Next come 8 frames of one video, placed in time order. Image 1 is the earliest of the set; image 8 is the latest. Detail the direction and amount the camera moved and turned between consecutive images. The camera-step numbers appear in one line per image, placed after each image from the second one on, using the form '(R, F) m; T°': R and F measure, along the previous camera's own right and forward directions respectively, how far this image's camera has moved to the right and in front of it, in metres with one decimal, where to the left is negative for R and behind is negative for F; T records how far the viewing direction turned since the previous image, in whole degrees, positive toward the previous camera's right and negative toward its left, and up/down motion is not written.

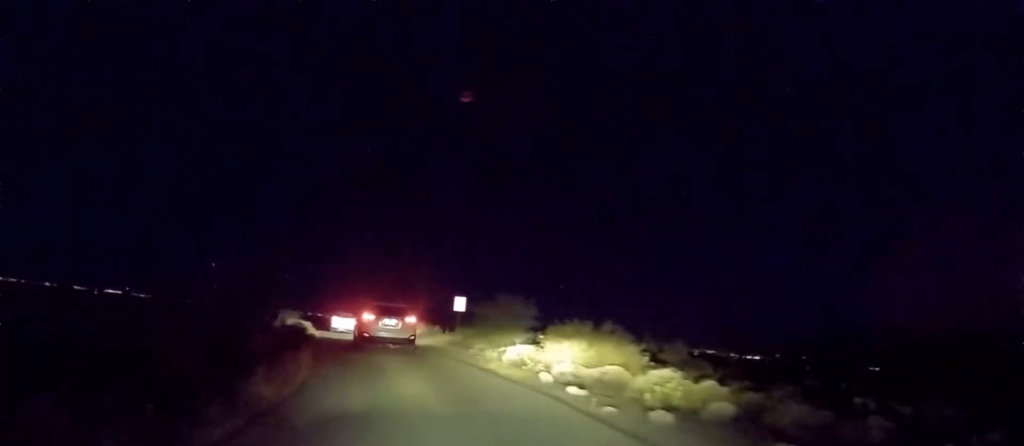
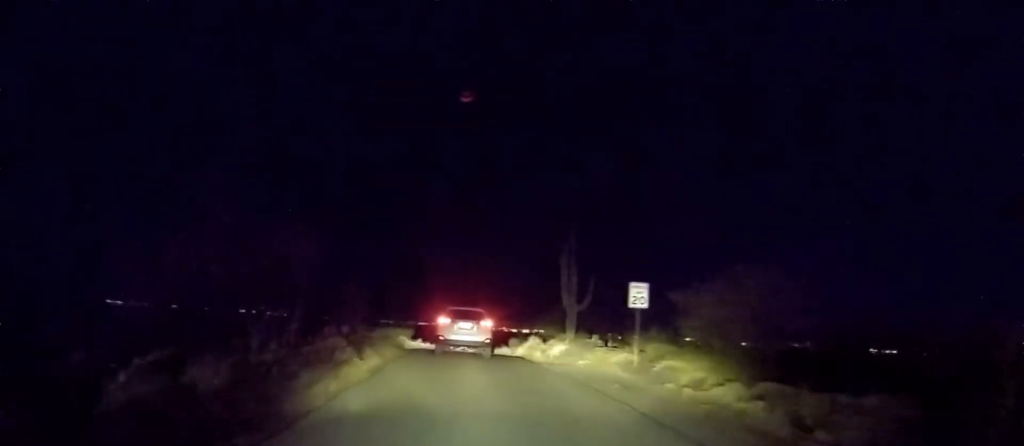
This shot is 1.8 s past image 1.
(-0.4, +10.4) m; -12°
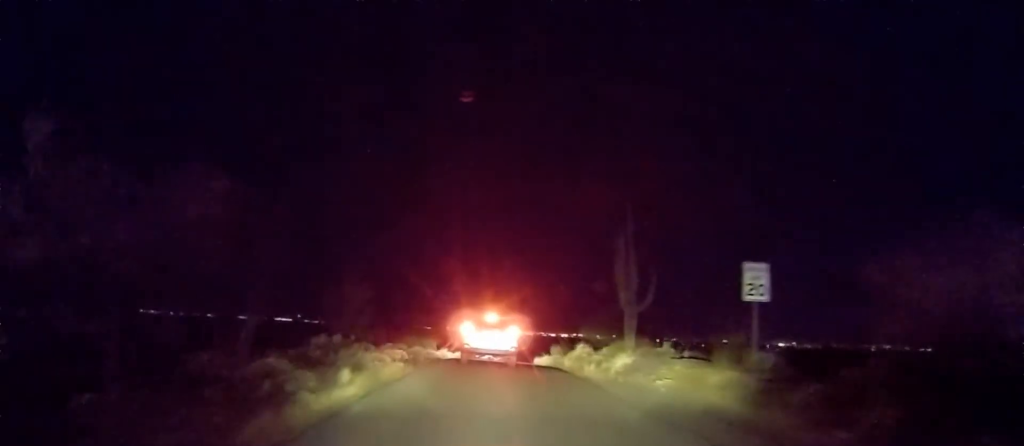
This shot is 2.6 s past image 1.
(-0.6, +4.8) m; -11°
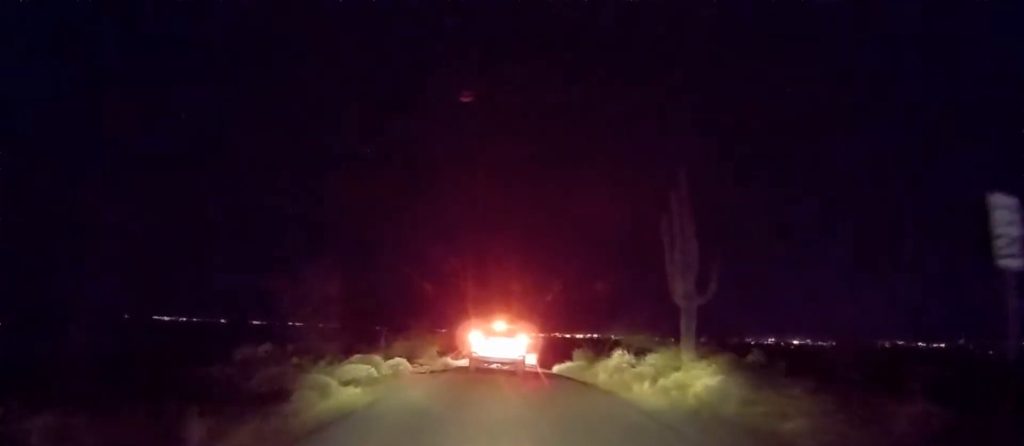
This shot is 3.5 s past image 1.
(-0.5, +5.2) m; -5°
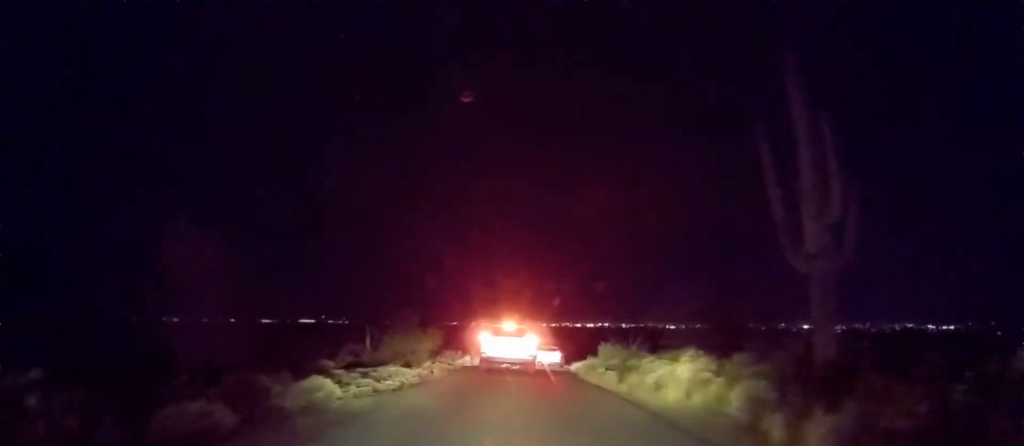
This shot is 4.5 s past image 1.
(+0.1, +6.3) m; +7°
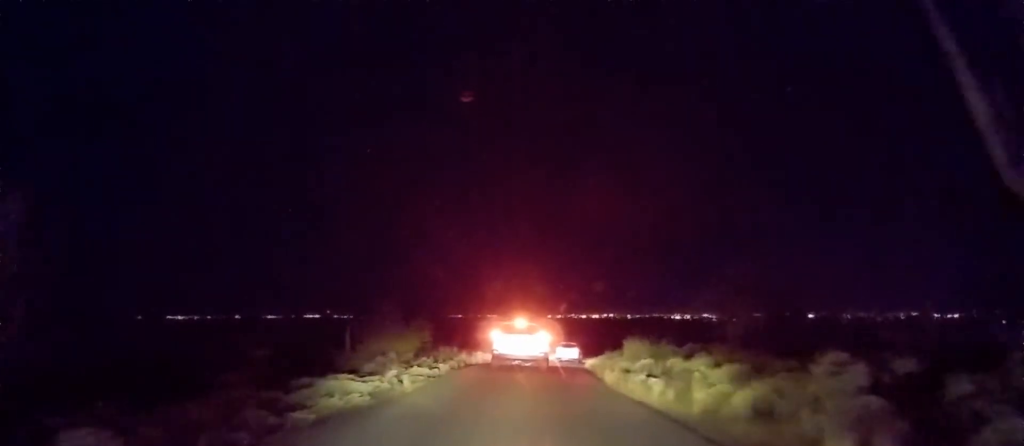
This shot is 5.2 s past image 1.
(+0.7, +4.9) m; 0°
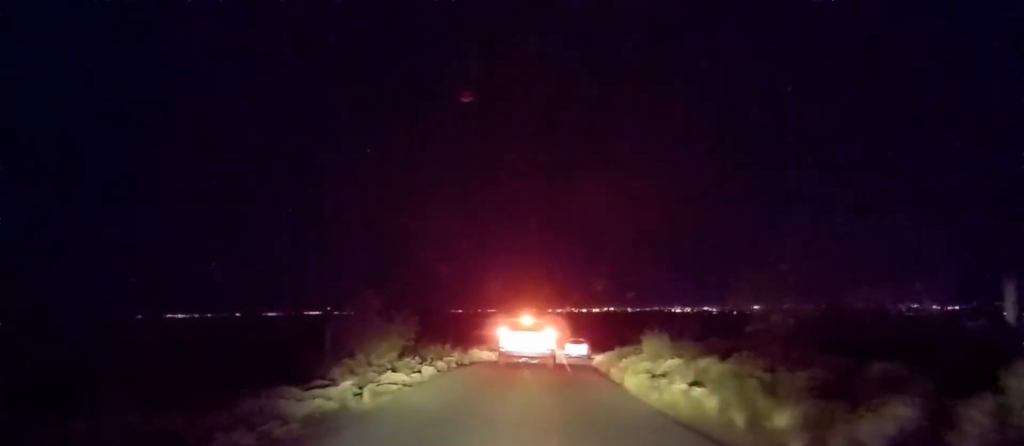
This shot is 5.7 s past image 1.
(-0.2, +3.0) m; -3°
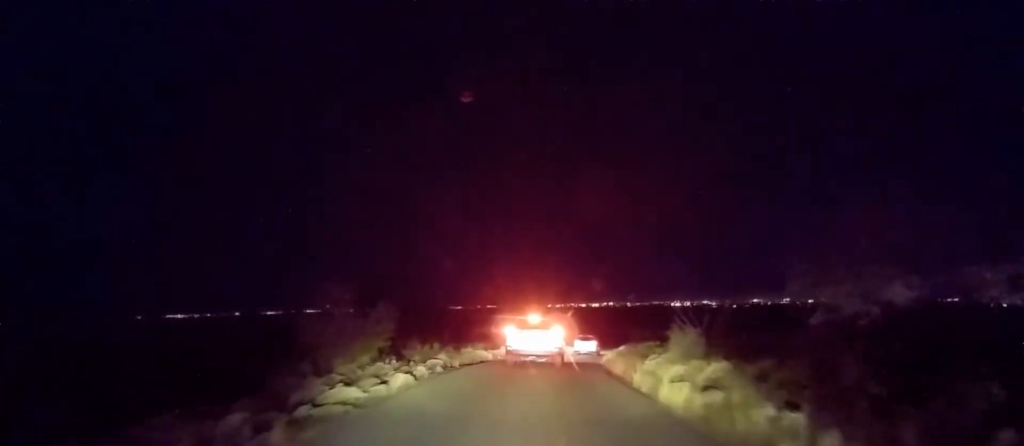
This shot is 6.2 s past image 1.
(-0.3, +3.3) m; -4°
